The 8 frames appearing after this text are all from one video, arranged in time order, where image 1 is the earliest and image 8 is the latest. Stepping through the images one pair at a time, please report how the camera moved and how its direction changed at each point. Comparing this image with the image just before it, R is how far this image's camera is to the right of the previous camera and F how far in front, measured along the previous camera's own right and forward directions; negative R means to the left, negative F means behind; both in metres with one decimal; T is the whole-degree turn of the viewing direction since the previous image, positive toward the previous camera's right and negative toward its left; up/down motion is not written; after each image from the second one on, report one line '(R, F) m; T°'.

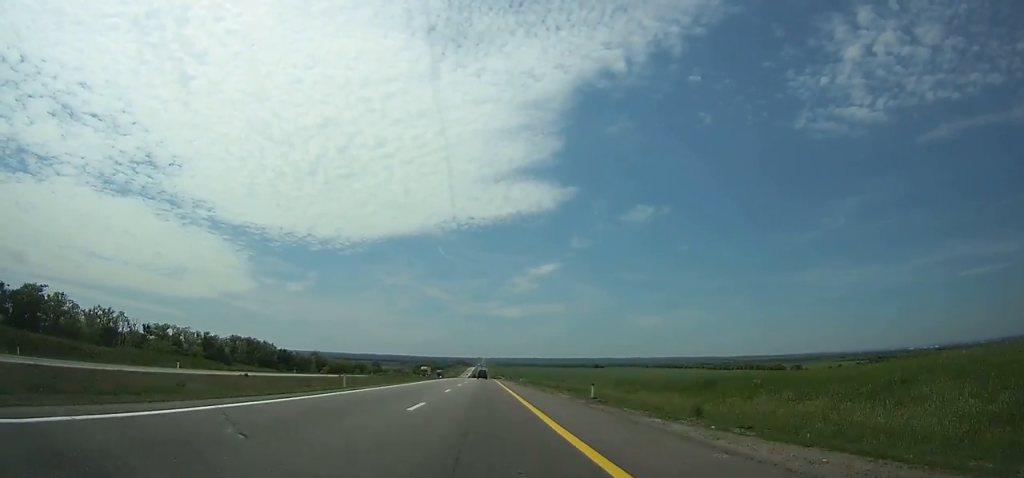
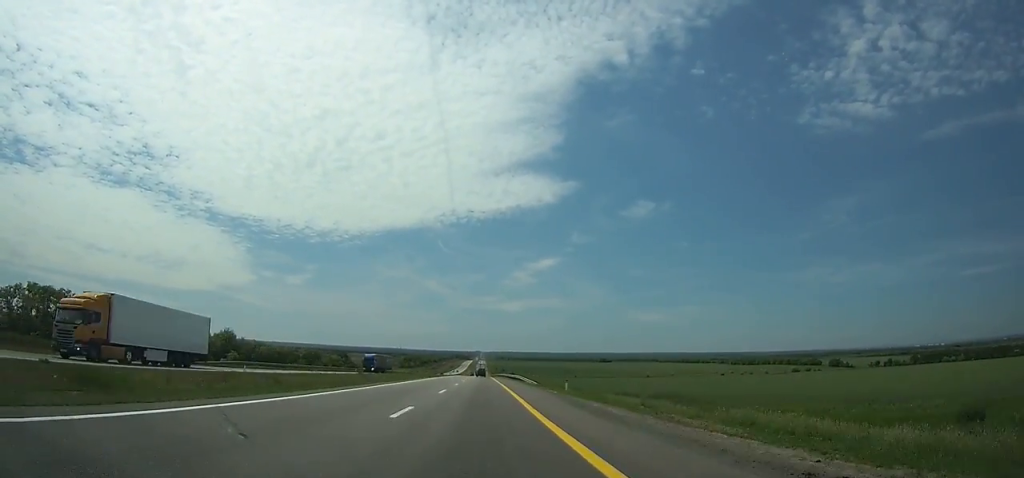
(+0.1, +97.8) m; 0°
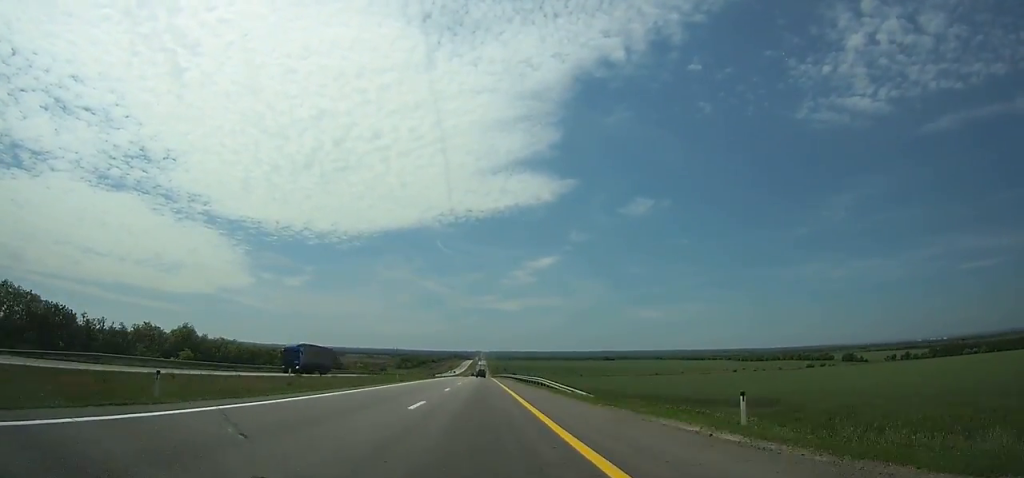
(0.0, +28.7) m; 0°
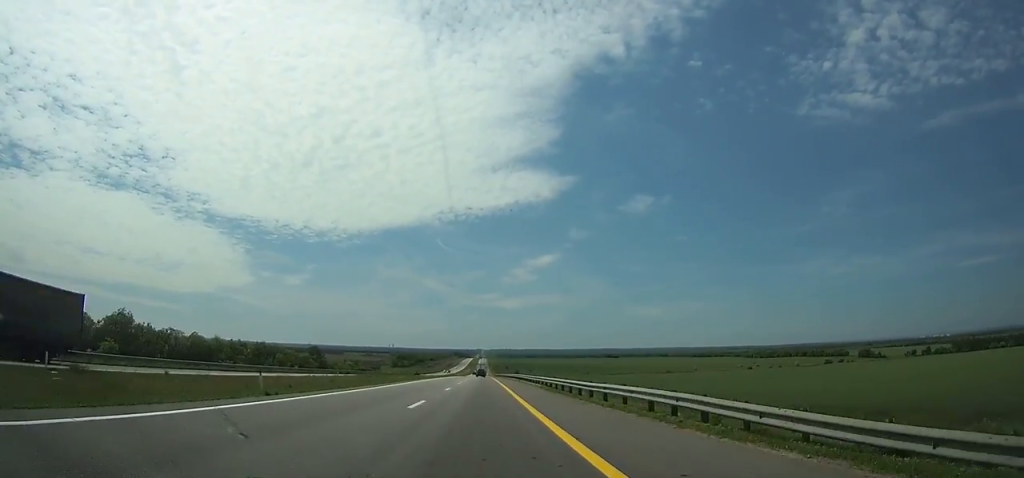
(0.0, +31.1) m; 0°
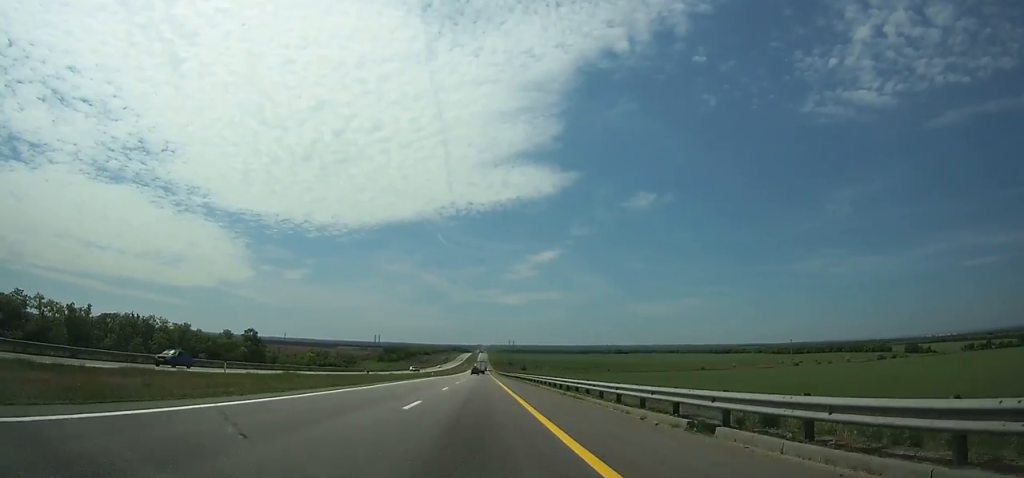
(-0.1, +81.7) m; 0°
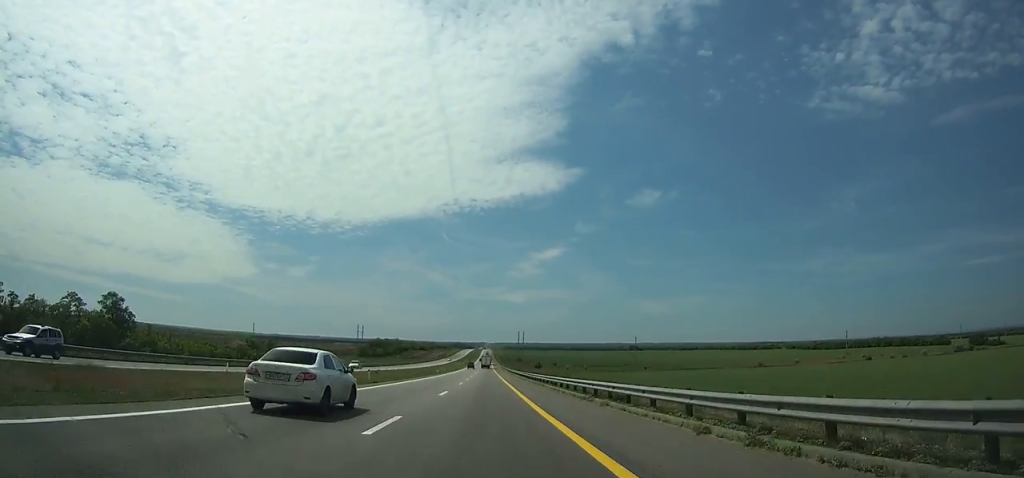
(0.0, +85.4) m; 0°
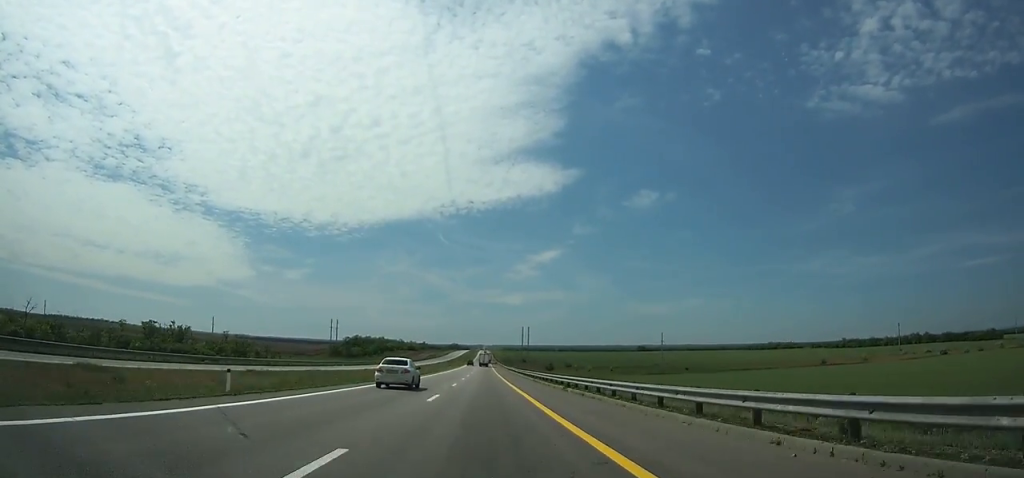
(0.0, +69.6) m; 0°
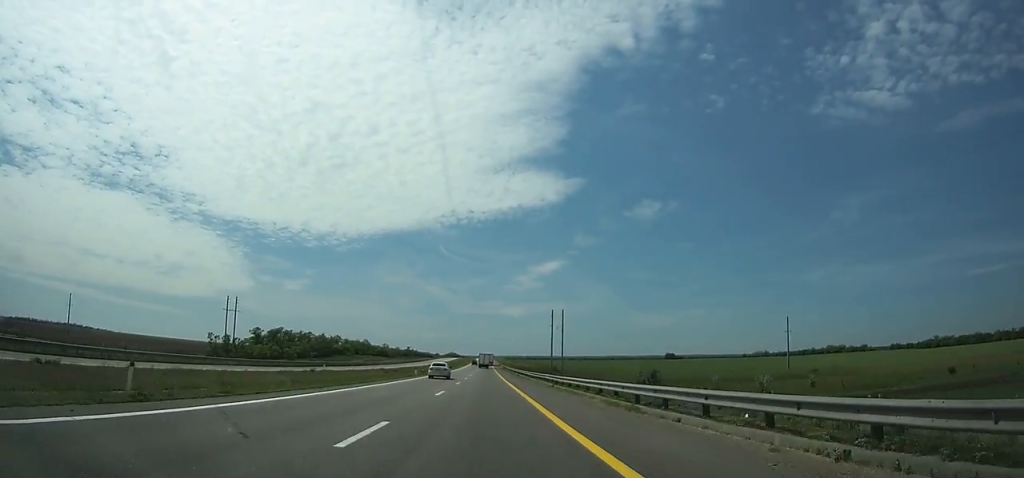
(+0.5, +154.2) m; 0°
